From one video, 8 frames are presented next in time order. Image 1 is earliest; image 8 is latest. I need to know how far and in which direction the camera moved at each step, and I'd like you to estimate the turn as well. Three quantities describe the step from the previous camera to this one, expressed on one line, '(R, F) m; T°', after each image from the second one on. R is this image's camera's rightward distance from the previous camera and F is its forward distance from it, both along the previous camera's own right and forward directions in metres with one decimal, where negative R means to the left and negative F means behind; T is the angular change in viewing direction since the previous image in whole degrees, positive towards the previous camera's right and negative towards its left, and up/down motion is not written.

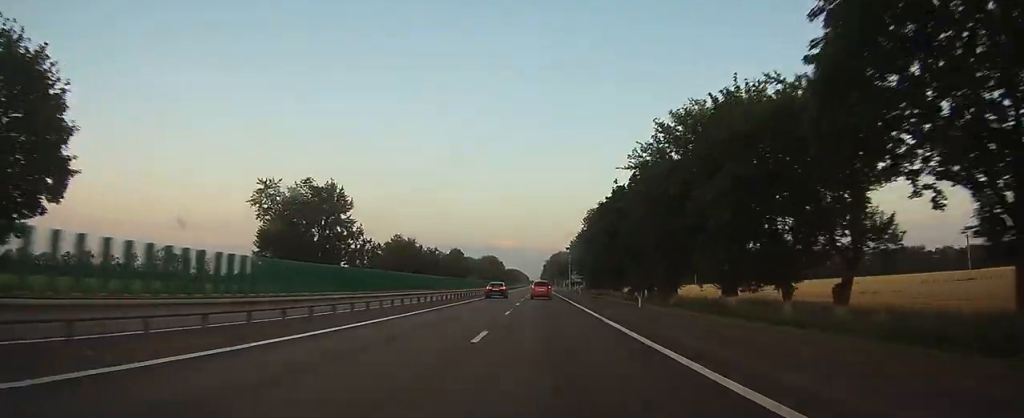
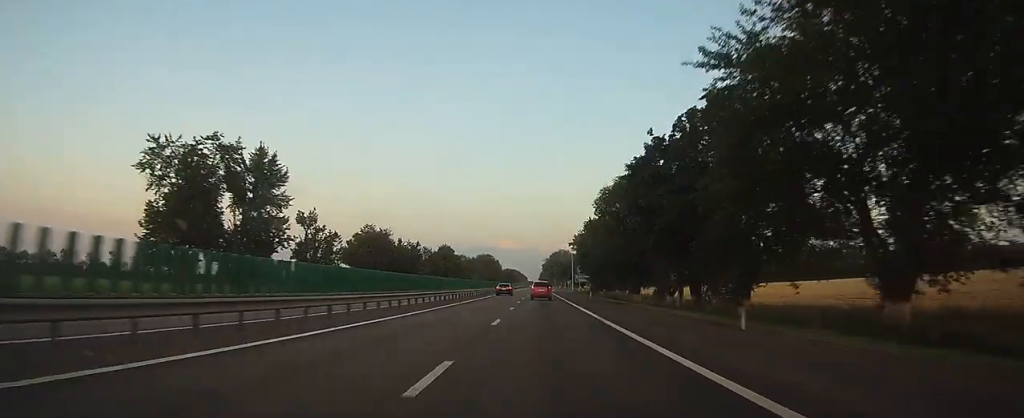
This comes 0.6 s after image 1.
(0.0, +20.6) m; 0°
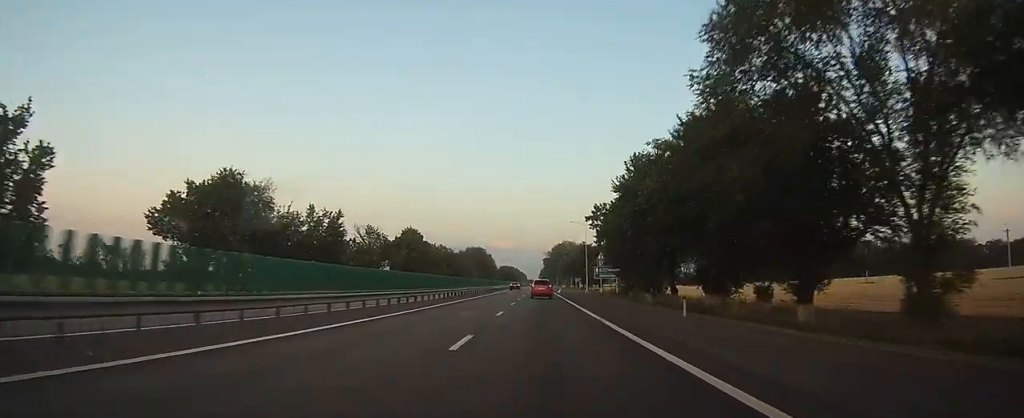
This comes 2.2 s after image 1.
(+0.1, +49.3) m; 0°
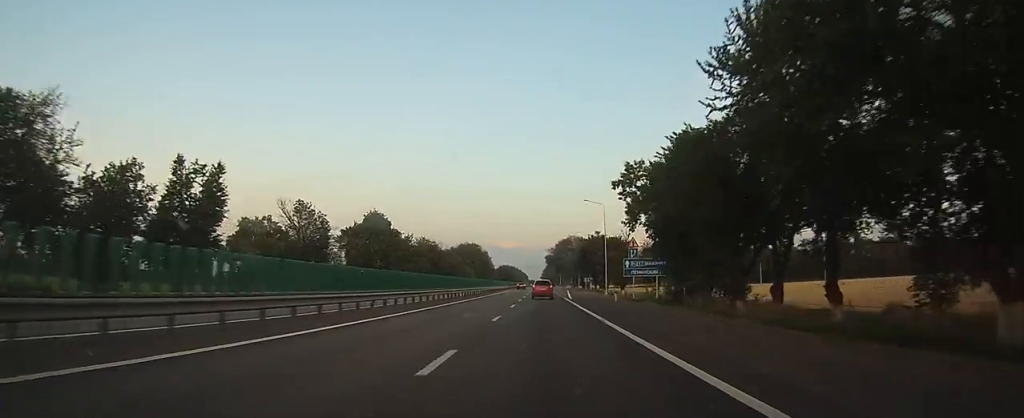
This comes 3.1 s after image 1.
(0.0, +29.2) m; 0°
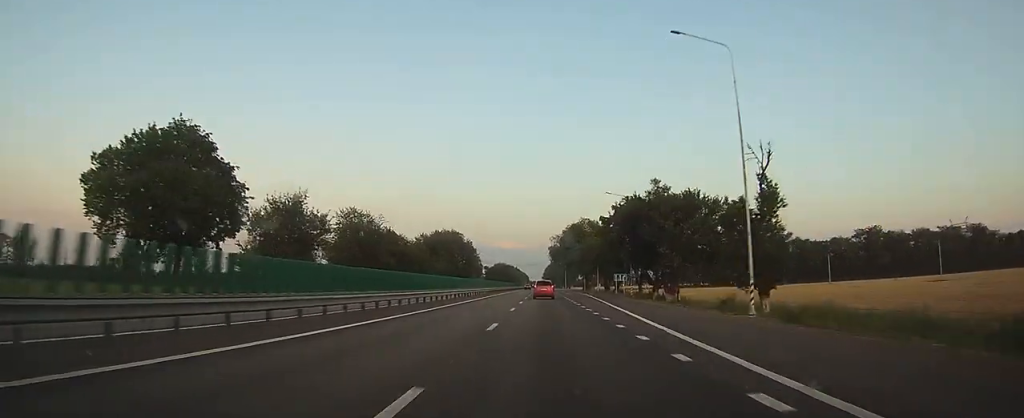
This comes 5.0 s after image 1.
(+0.2, +54.0) m; 0°
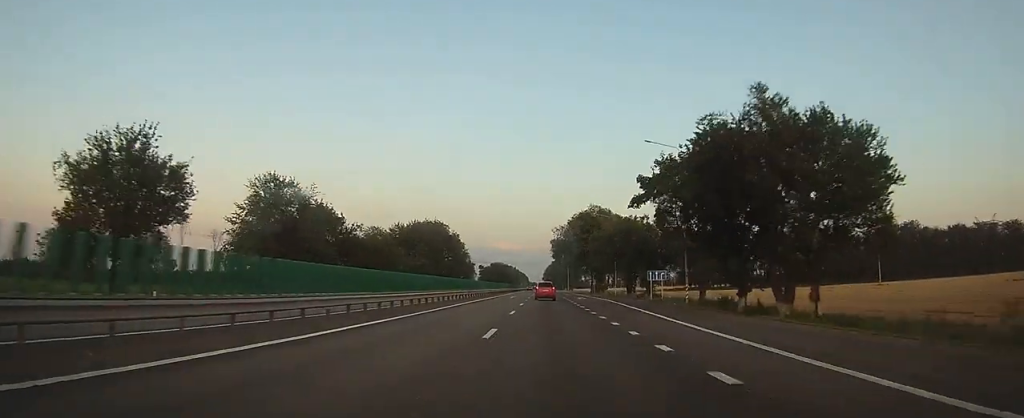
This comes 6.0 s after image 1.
(0.0, +26.5) m; 0°
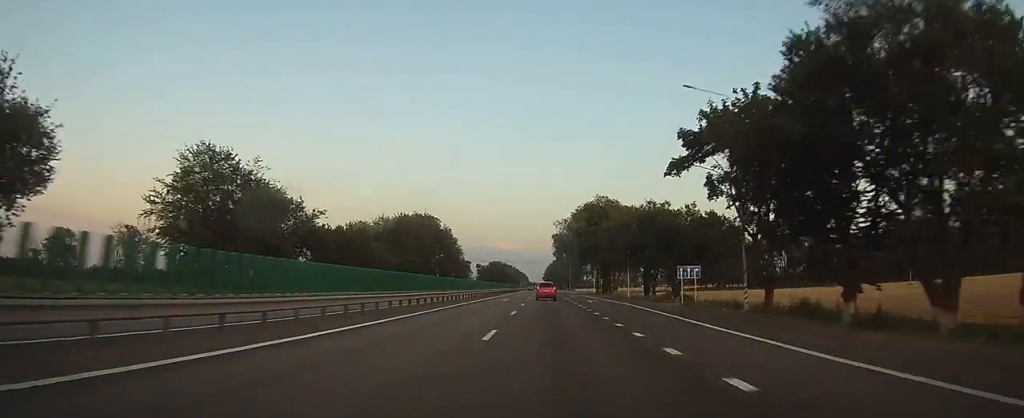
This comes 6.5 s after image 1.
(0.0, +12.7) m; 0°
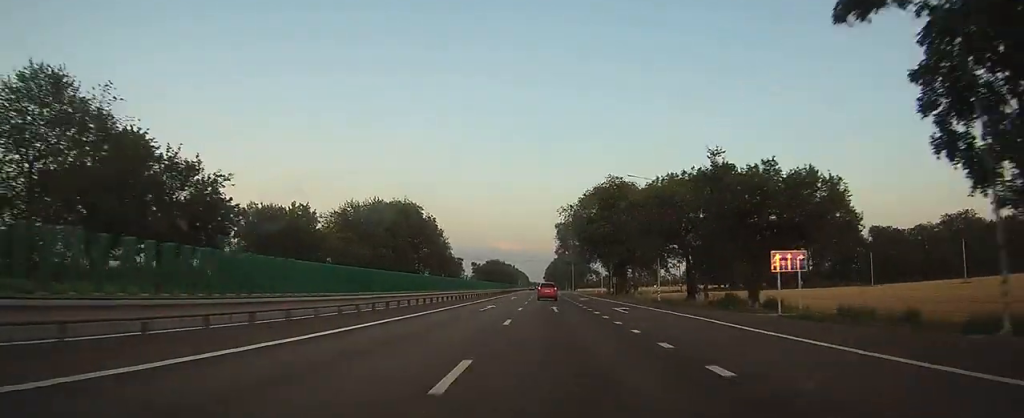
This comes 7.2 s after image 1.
(0.0, +18.9) m; 0°
